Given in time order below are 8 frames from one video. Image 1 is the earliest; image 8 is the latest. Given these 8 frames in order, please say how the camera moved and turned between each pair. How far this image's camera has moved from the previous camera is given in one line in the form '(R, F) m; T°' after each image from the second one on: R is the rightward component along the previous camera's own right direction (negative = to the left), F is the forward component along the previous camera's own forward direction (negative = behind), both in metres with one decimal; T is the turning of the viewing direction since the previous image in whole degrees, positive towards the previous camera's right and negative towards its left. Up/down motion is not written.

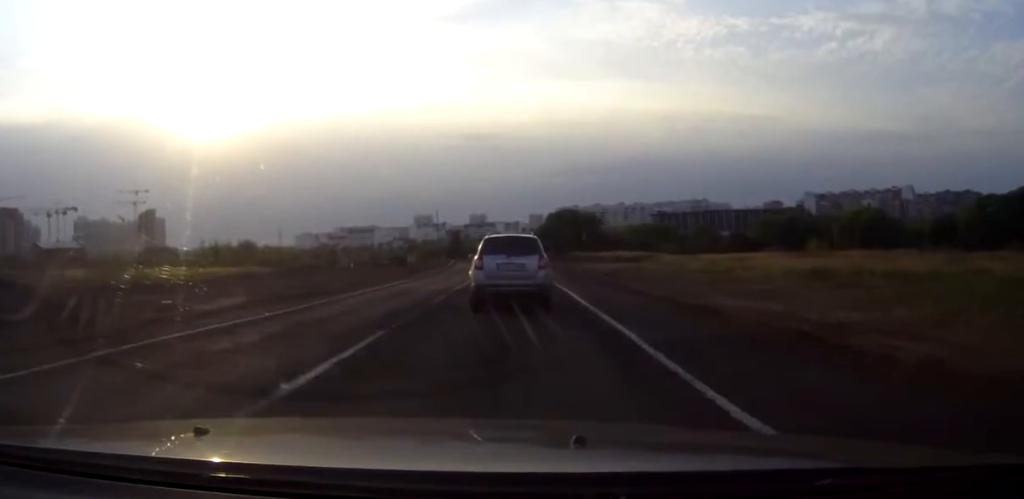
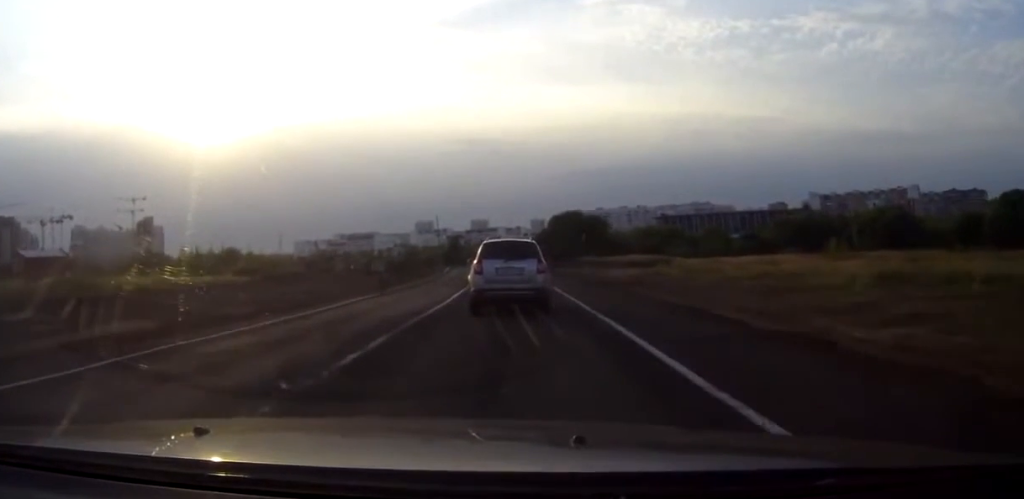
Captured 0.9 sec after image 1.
(0.0, +9.8) m; 0°
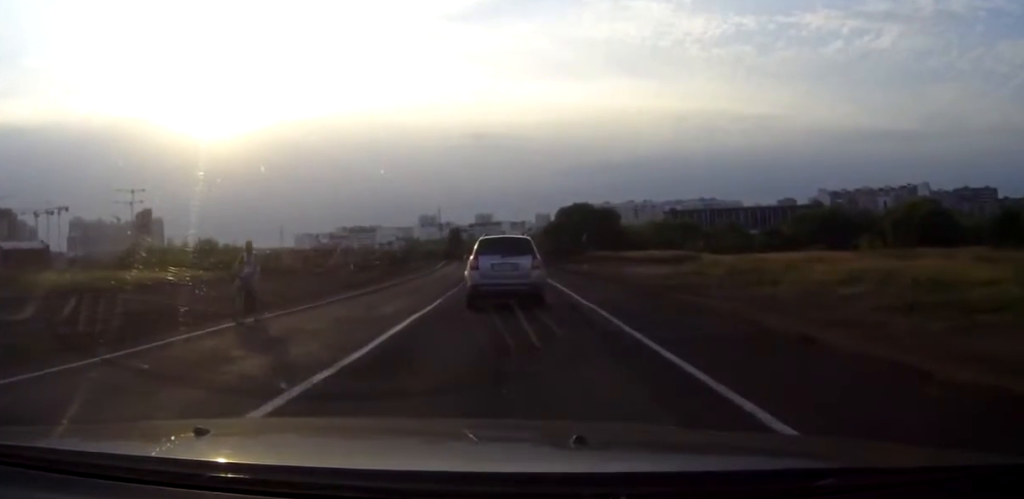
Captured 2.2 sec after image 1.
(-0.1, +13.7) m; 0°
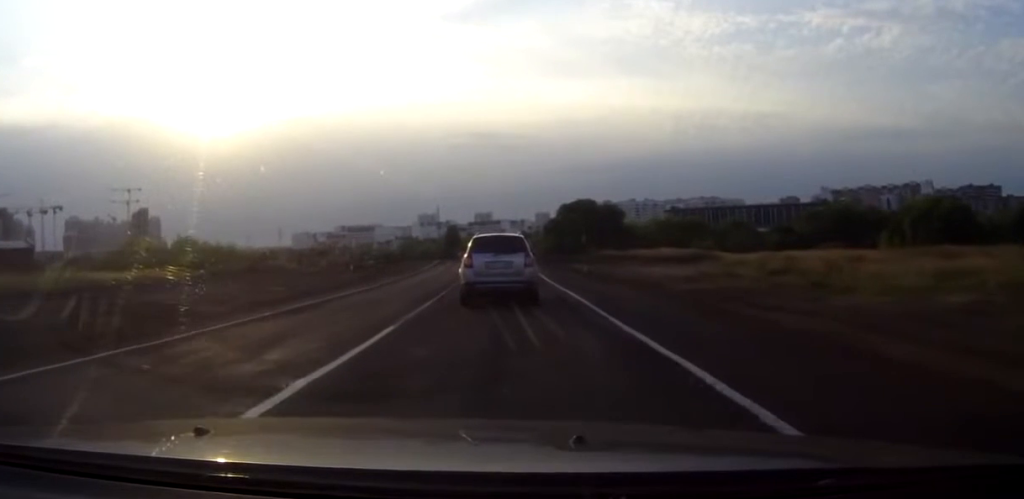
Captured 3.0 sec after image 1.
(0.0, +8.2) m; 0°
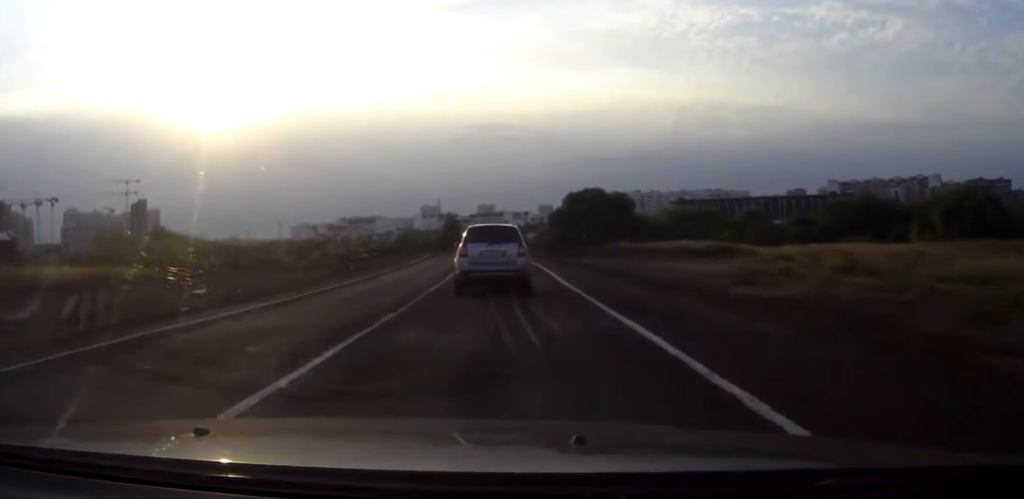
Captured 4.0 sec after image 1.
(0.0, +10.8) m; 0°
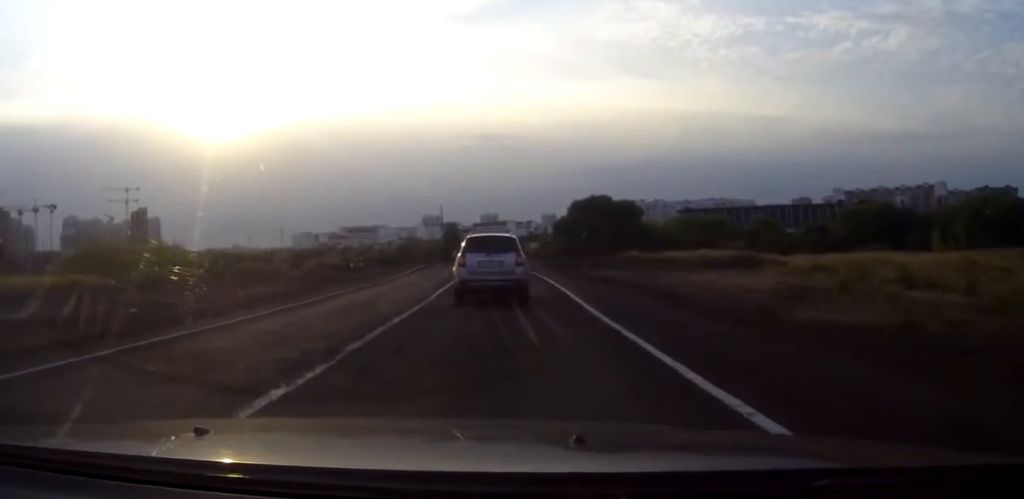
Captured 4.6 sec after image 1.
(0.0, +6.9) m; 0°
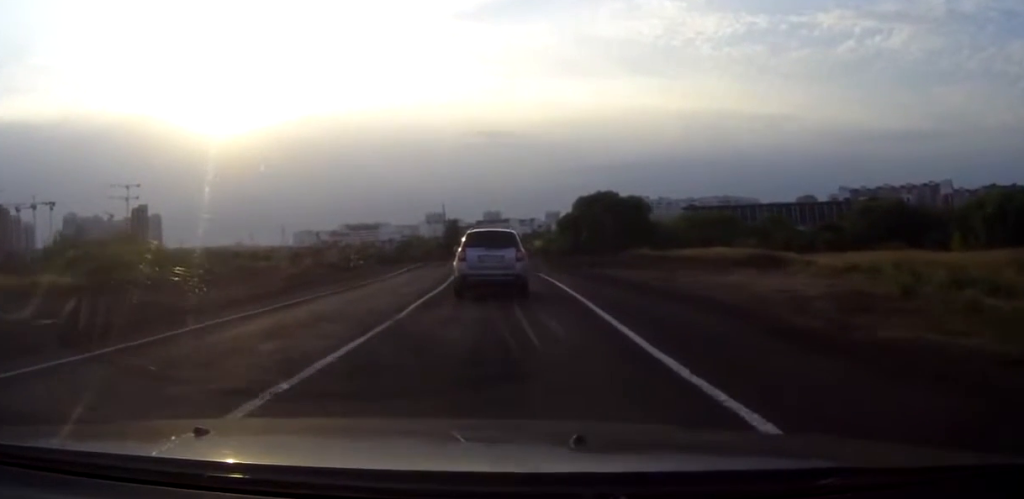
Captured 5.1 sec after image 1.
(0.0, +5.7) m; 0°
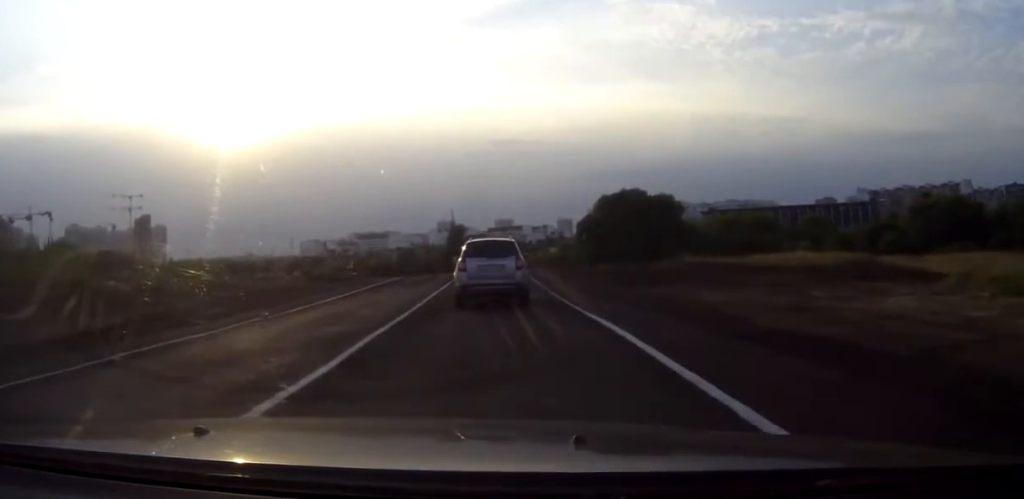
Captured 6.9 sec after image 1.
(-0.1, +19.4) m; -1°
